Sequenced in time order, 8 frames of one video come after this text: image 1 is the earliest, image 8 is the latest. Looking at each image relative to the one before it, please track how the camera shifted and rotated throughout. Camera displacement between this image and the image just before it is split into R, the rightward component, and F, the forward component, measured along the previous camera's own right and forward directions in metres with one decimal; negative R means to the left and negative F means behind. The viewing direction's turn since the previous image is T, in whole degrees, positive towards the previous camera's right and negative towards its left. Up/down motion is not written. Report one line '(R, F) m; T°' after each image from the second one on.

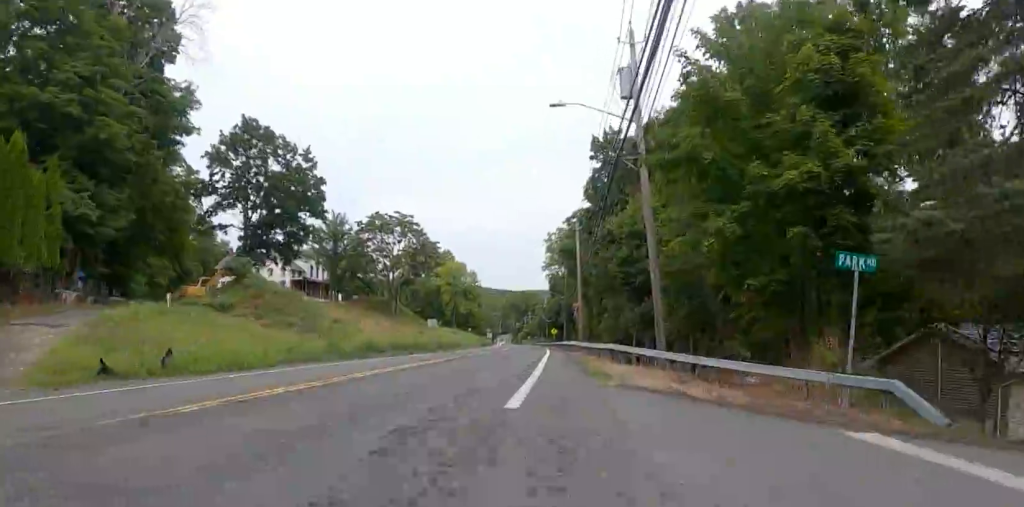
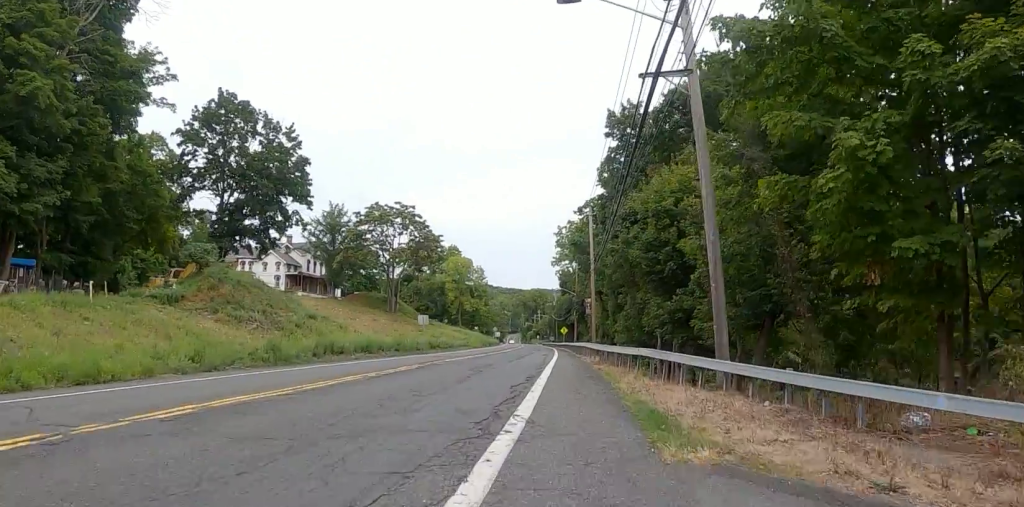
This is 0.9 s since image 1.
(-0.8, +5.8) m; -8°
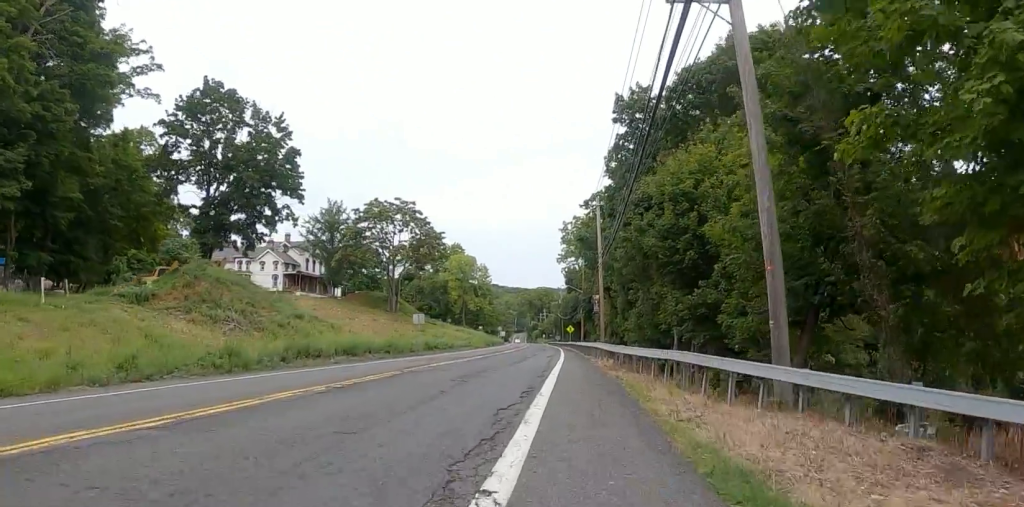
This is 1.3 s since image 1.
(-0.1, +2.9) m; -2°
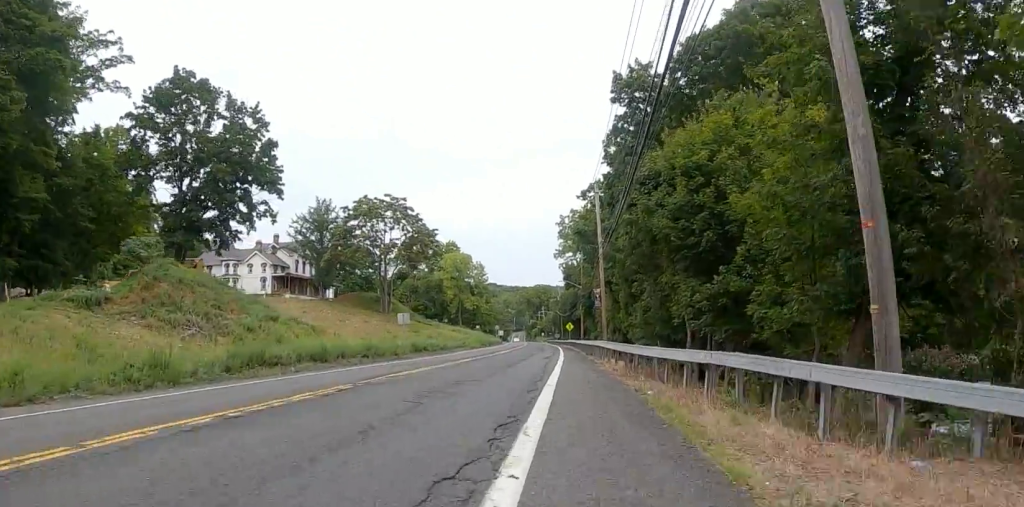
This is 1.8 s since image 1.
(0.0, +3.2) m; 0°
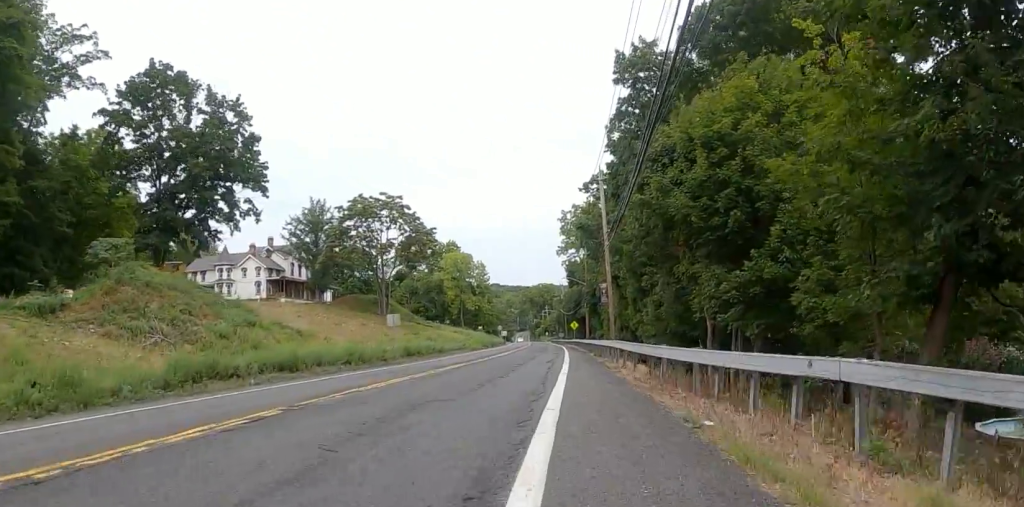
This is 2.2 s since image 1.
(0.0, +2.8) m; 0°
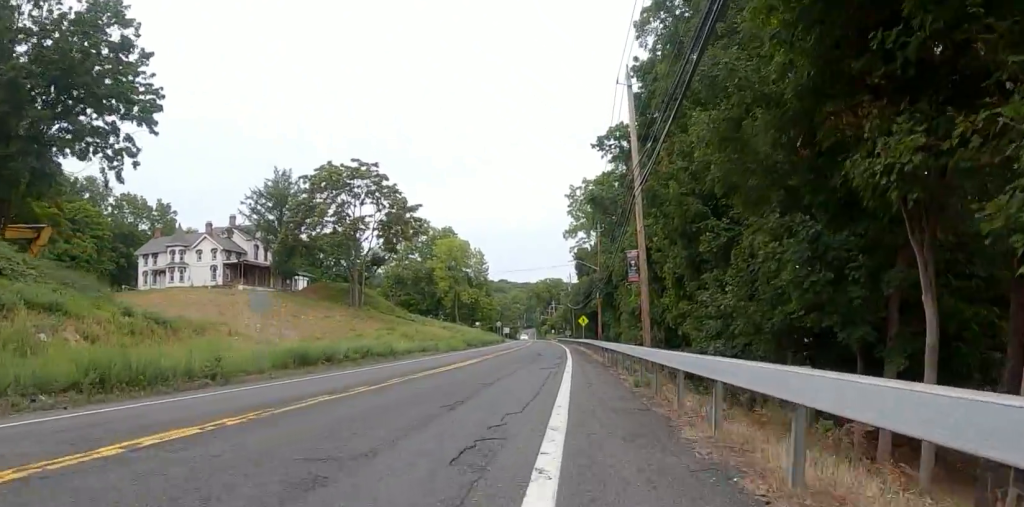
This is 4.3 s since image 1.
(-0.1, +14.1) m; +5°
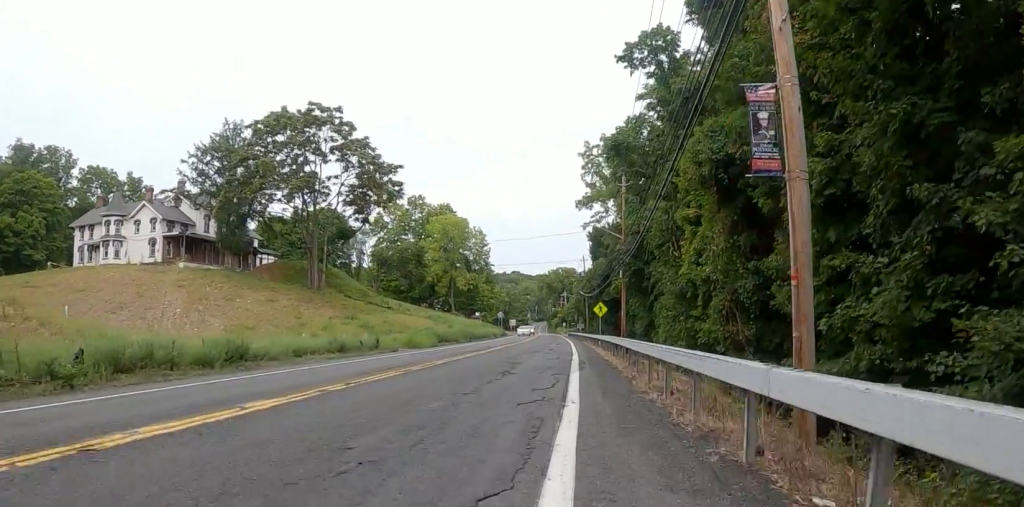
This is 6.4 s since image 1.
(+0.1, +16.5) m; -4°
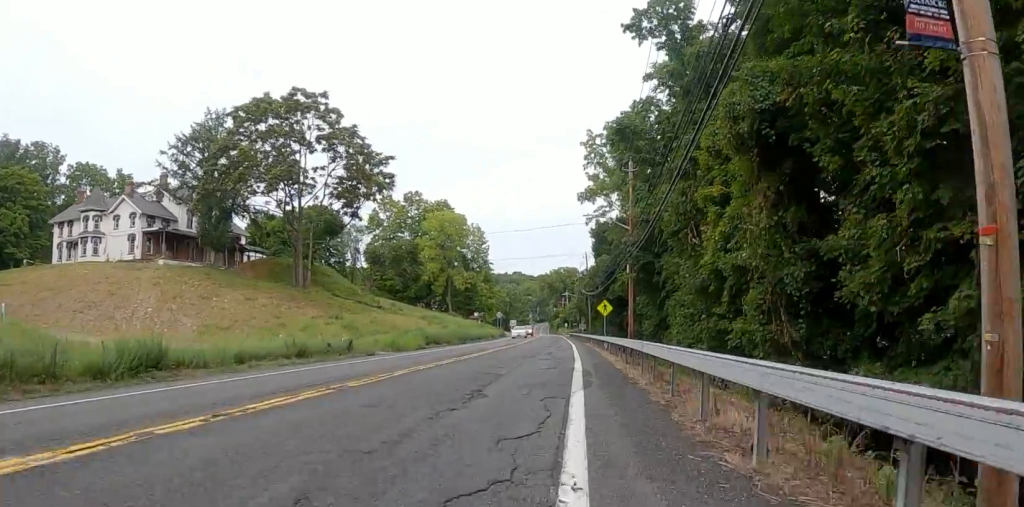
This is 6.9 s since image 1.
(0.0, +4.0) m; -1°
